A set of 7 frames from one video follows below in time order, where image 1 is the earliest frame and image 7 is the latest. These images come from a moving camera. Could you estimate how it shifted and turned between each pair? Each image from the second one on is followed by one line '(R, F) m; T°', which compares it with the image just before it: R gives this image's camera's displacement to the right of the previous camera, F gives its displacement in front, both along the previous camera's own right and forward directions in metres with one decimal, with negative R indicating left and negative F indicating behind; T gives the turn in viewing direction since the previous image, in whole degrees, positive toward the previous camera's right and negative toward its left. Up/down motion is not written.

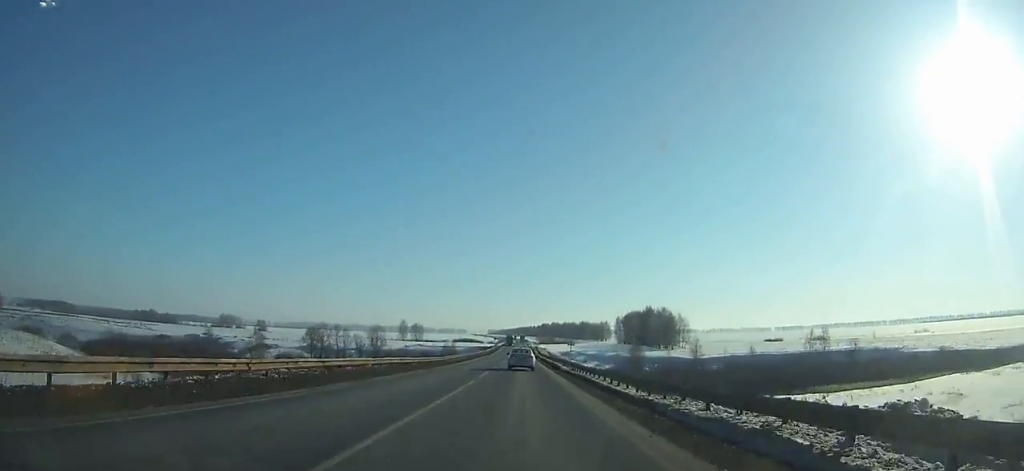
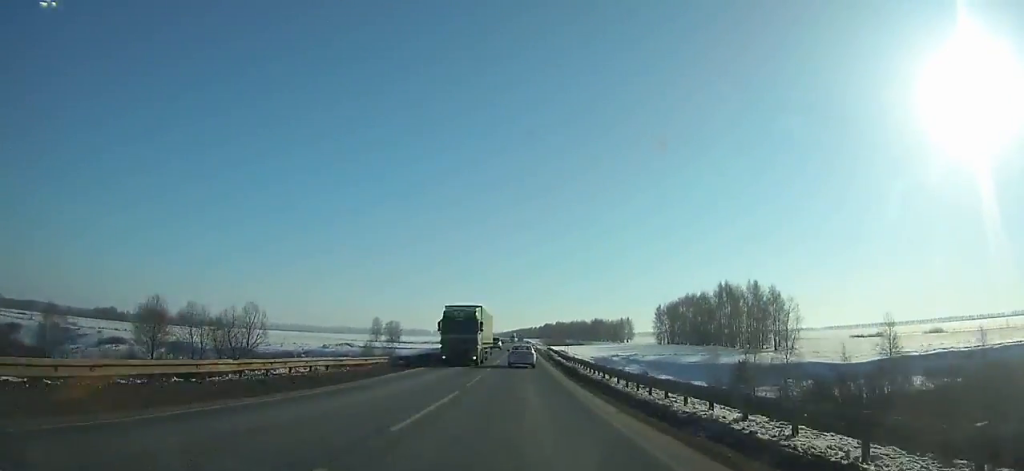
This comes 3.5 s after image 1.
(+0.2, +91.1) m; 0°
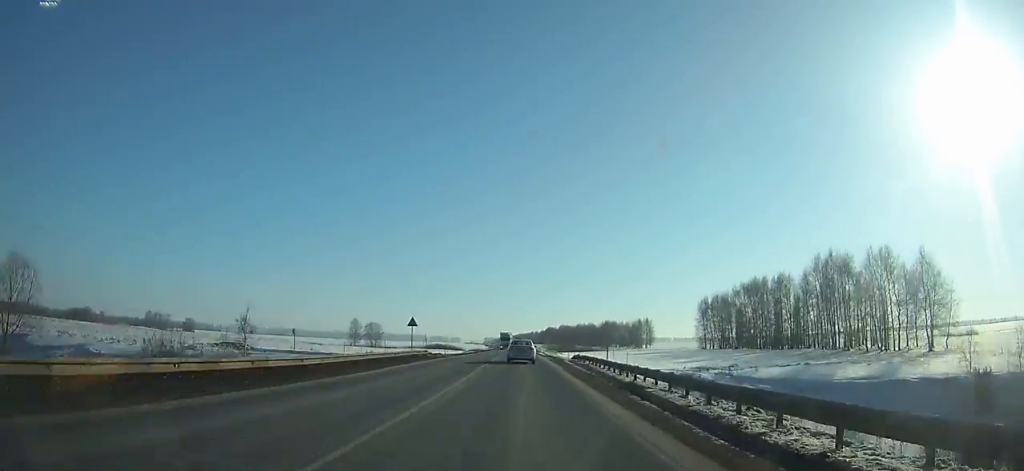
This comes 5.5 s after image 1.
(0.0, +51.8) m; 0°
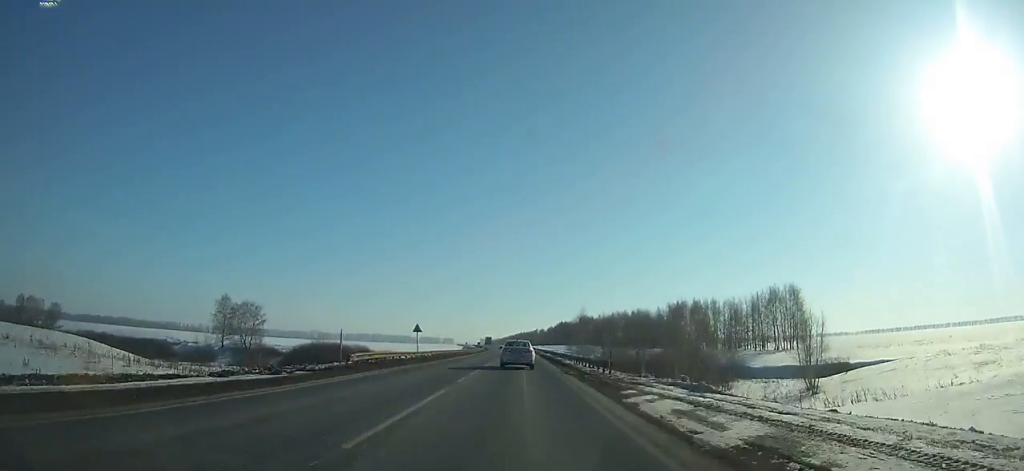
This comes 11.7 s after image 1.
(-0.2, +158.7) m; -1°
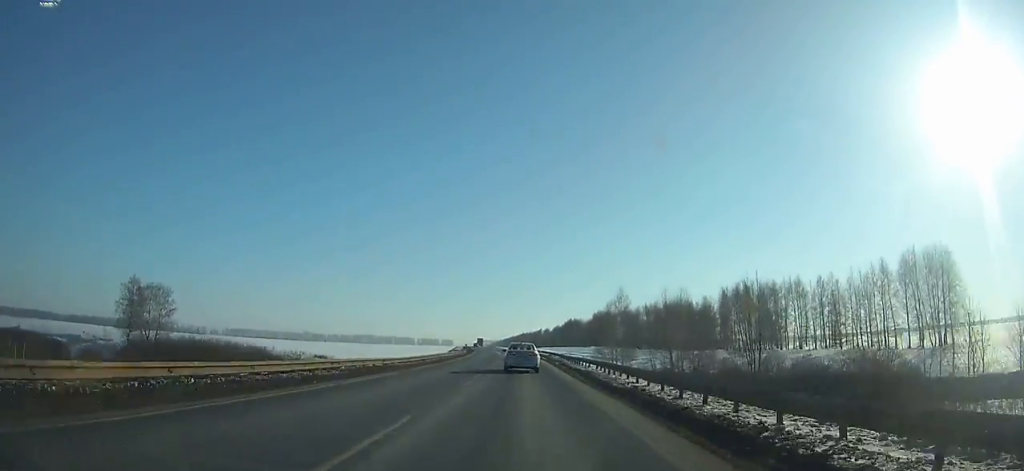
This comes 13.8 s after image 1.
(+0.1, +53.1) m; -1°
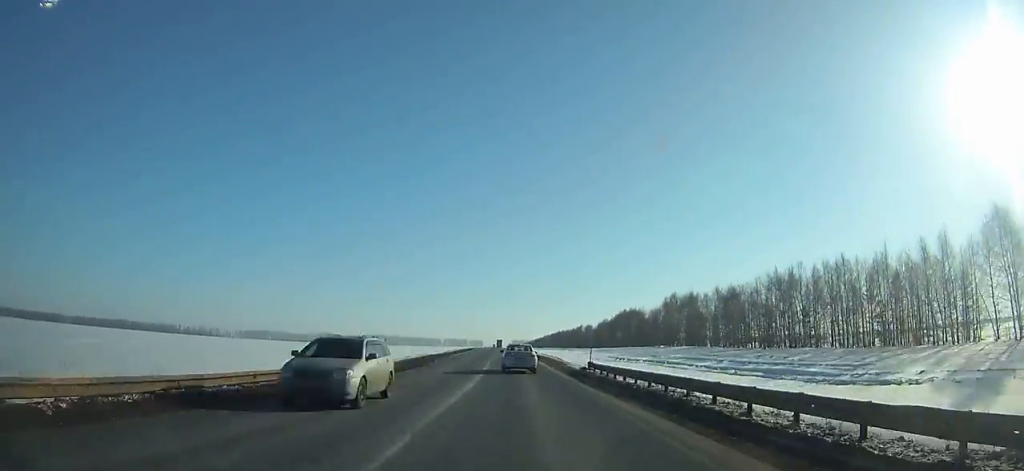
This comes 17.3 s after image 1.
(-2.4, +88.3) m; -3°
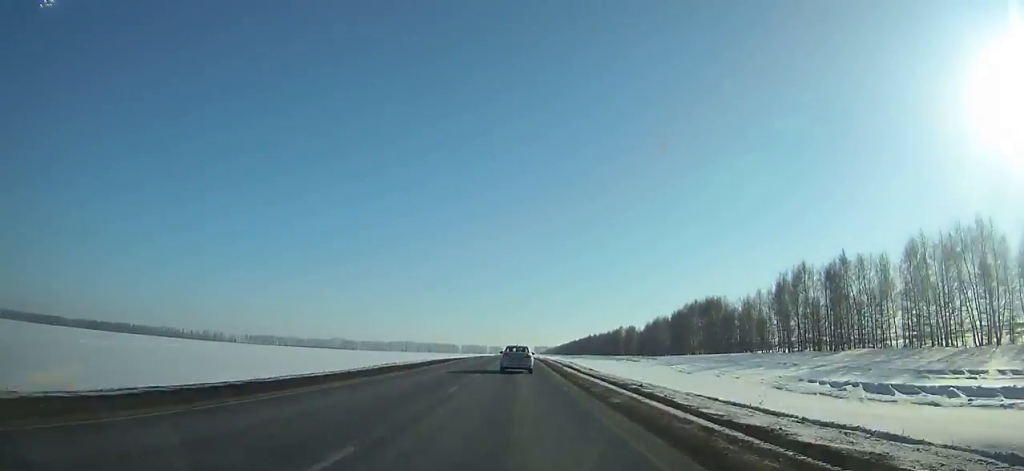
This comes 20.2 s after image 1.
(-1.3, +74.3) m; -1°
